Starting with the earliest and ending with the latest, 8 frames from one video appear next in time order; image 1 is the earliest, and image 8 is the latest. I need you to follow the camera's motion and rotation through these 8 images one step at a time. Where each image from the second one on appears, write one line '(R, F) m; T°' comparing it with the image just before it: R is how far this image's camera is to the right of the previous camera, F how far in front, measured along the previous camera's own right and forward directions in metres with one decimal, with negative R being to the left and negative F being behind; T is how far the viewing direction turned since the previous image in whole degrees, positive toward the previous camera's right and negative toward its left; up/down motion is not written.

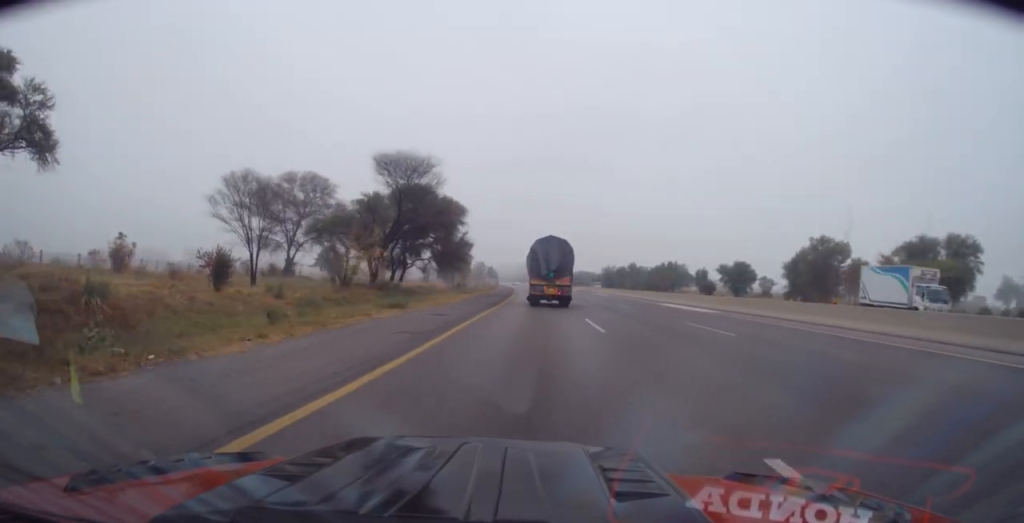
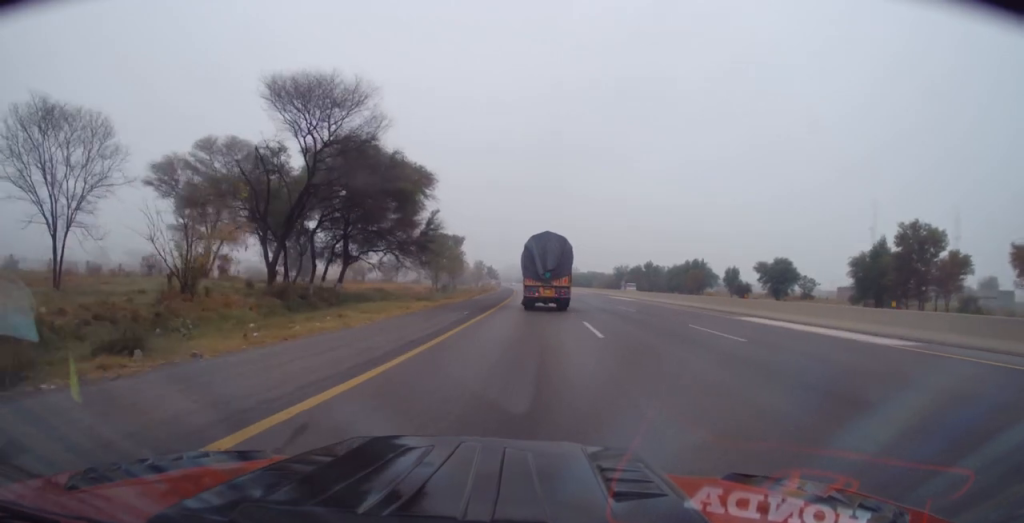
(-0.6, +19.0) m; -1°
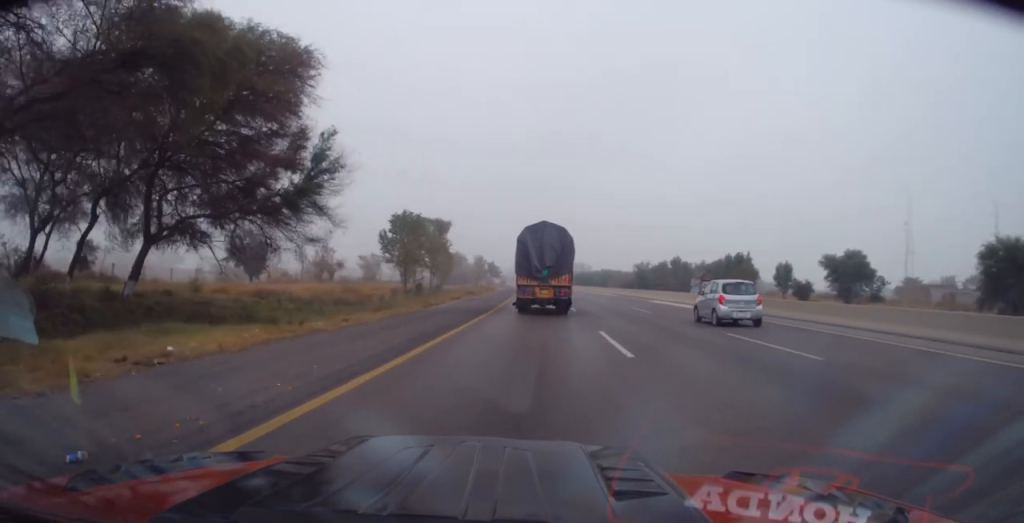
(-0.2, +22.4) m; -1°
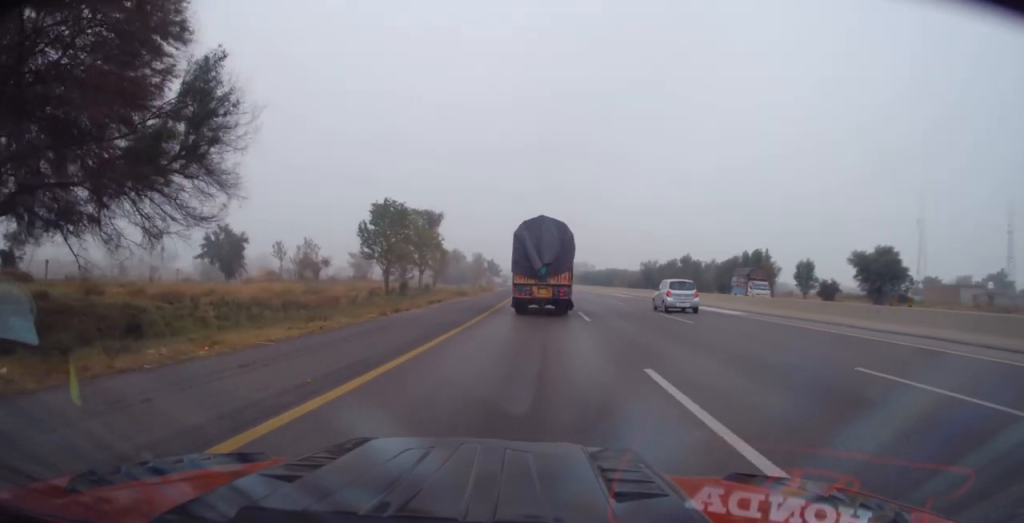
(-0.1, +7.5) m; 0°
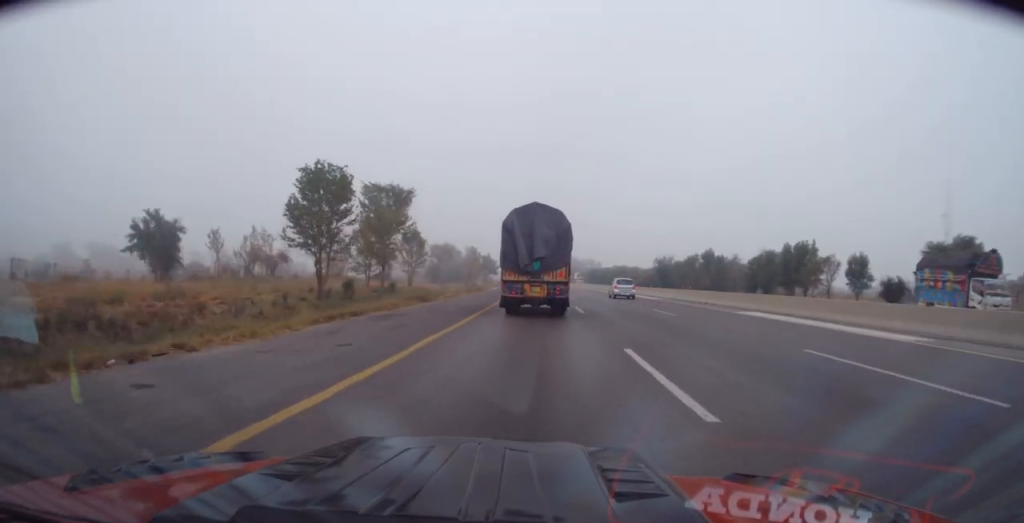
(+0.3, +15.5) m; -1°
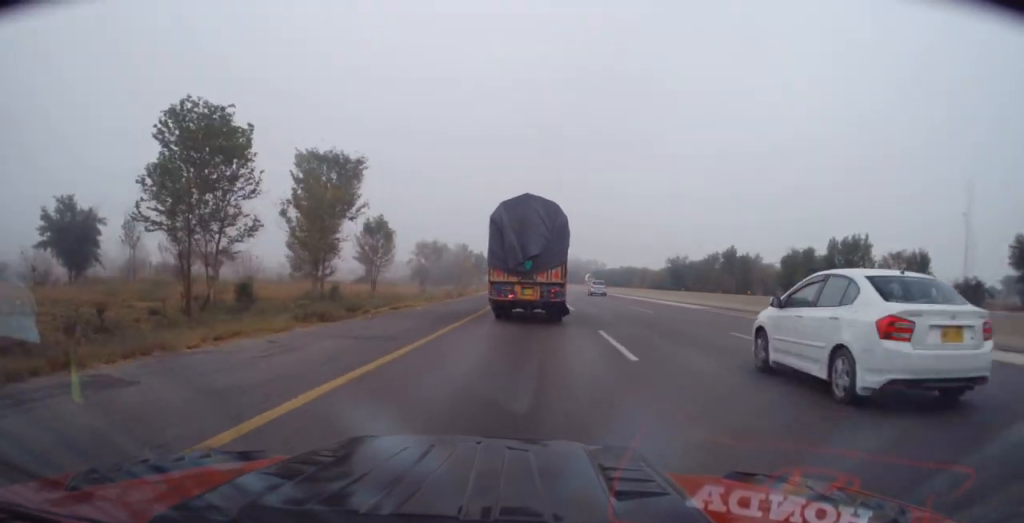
(-0.4, +13.4) m; 0°
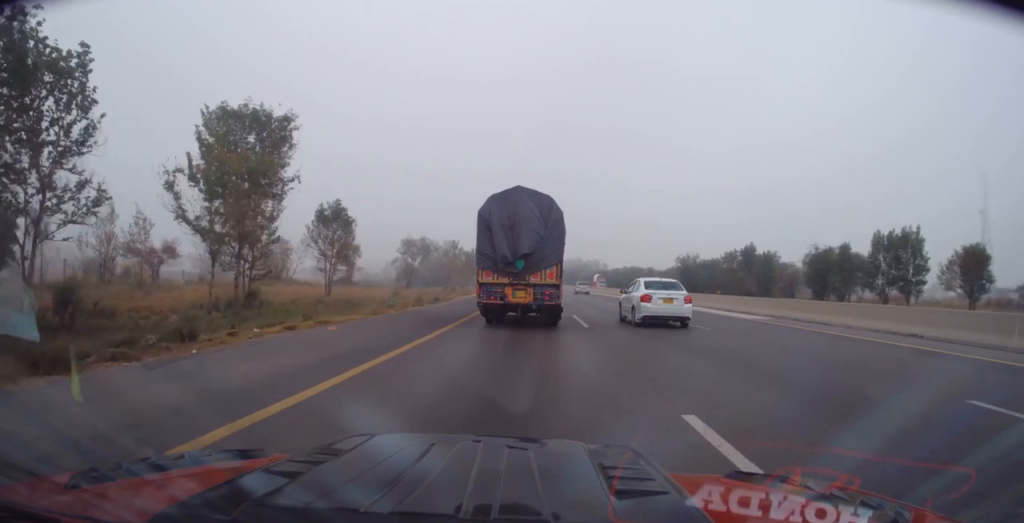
(+0.5, +10.1) m; +2°
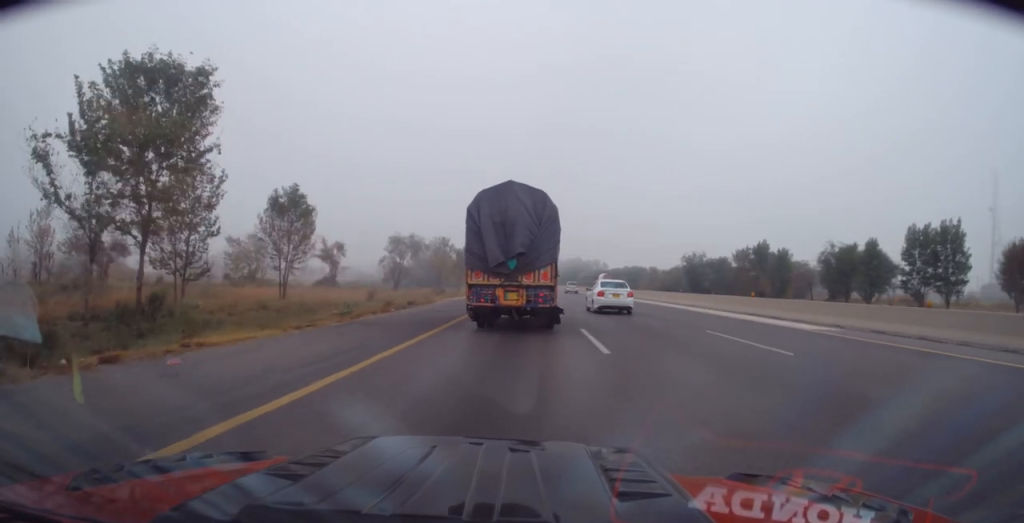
(-0.1, +6.6) m; 0°
